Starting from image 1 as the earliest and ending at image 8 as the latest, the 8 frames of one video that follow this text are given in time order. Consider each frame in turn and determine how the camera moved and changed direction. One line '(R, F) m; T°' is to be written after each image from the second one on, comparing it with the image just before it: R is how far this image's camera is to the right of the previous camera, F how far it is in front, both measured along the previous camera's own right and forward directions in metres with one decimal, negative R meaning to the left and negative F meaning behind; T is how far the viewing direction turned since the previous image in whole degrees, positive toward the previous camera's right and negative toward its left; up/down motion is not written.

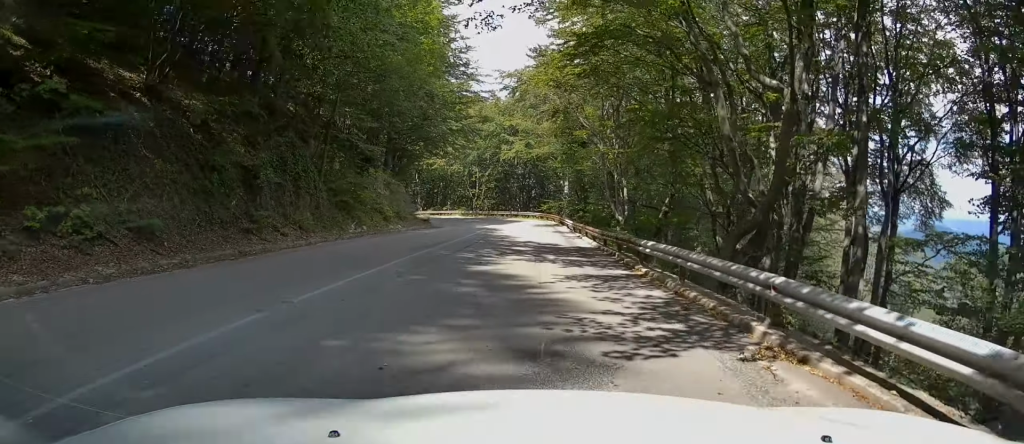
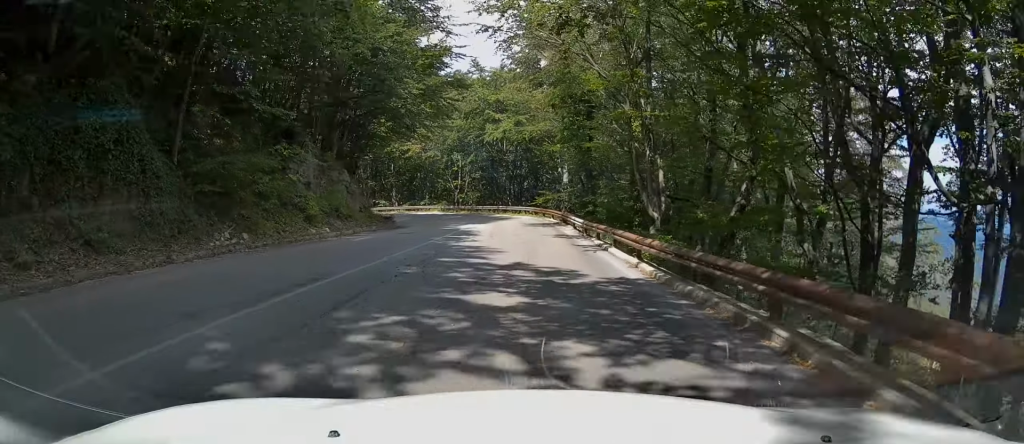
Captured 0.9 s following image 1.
(-0.3, +11.7) m; 0°
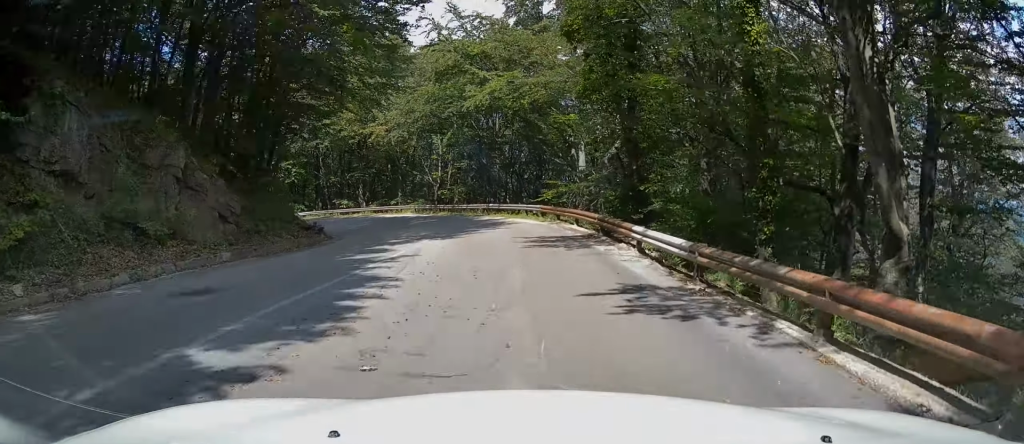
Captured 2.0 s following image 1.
(+0.2, +16.1) m; -3°
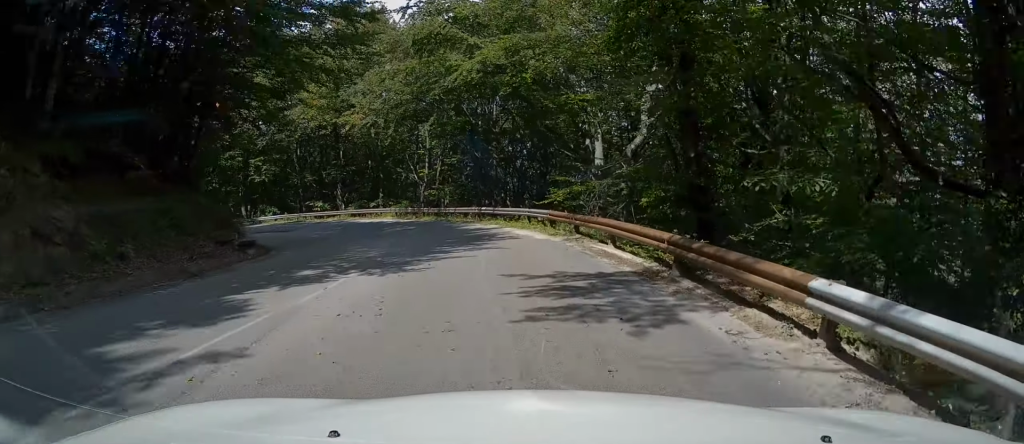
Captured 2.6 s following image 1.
(-0.3, +8.3) m; -4°
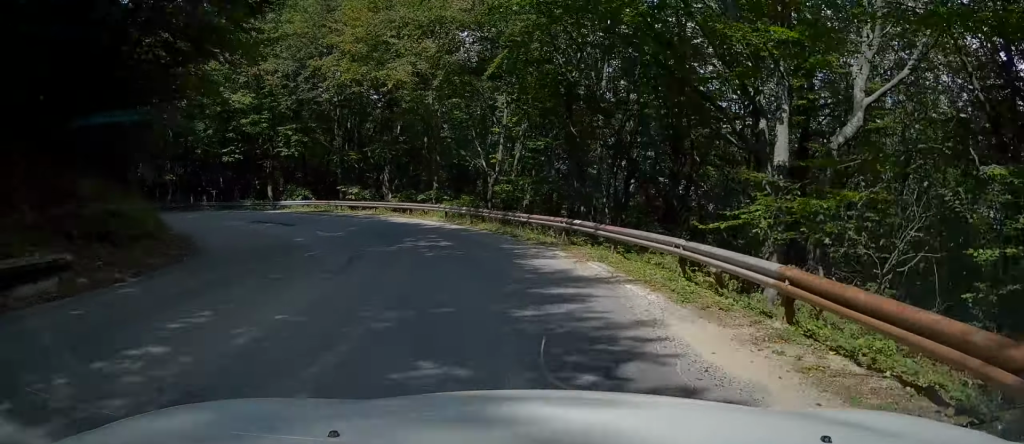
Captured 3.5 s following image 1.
(-0.8, +14.0) m; -10°
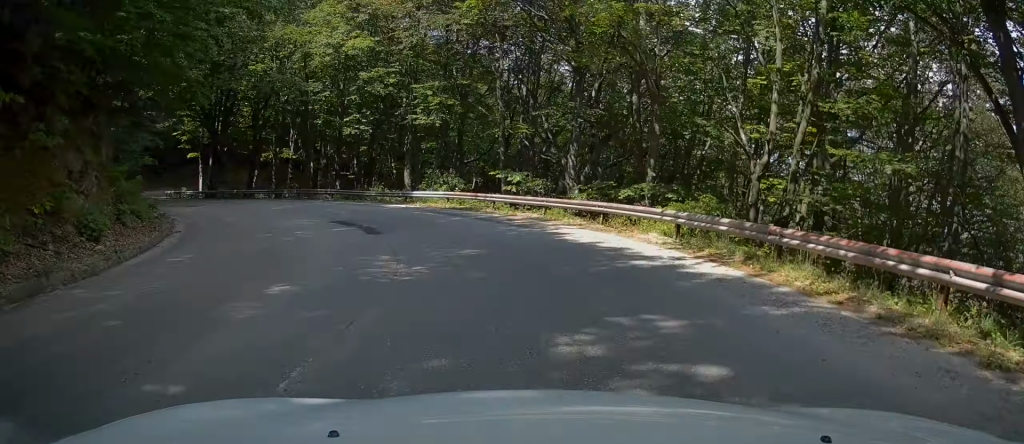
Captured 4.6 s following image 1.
(-1.7, +15.3) m; -14°
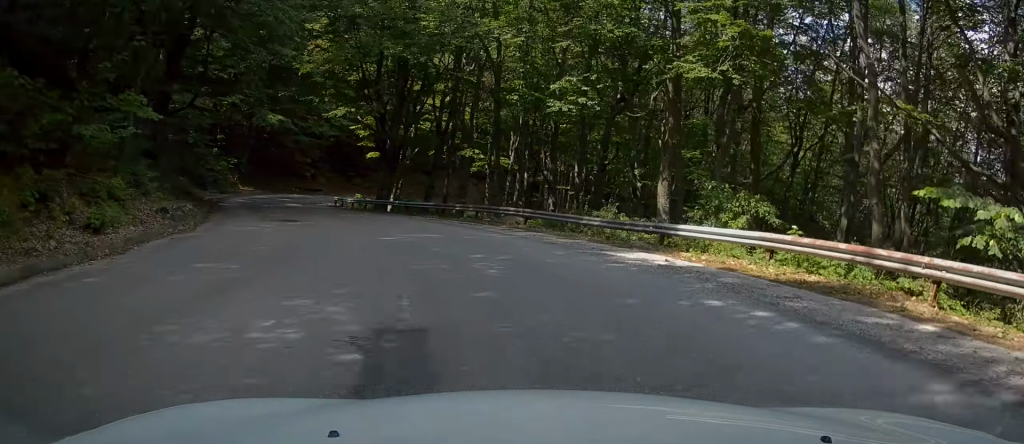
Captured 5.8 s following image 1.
(-2.3, +17.5) m; -16°
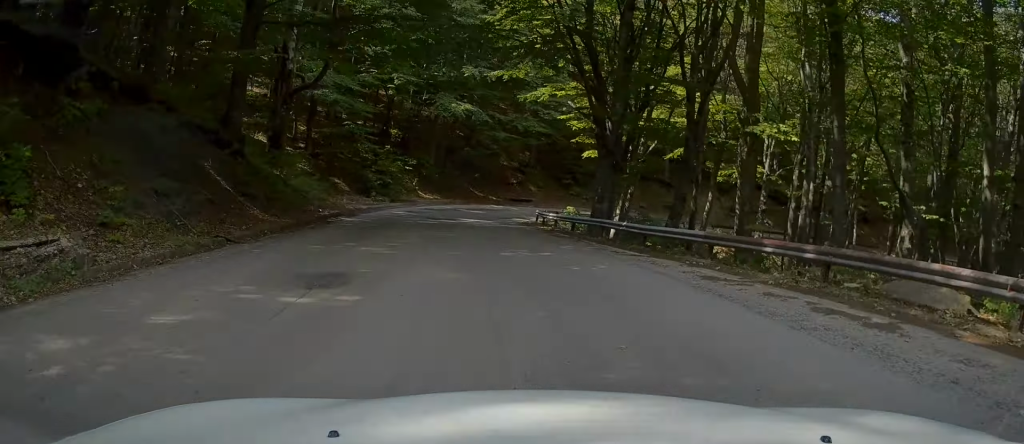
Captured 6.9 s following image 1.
(-2.2, +15.8) m; -13°
